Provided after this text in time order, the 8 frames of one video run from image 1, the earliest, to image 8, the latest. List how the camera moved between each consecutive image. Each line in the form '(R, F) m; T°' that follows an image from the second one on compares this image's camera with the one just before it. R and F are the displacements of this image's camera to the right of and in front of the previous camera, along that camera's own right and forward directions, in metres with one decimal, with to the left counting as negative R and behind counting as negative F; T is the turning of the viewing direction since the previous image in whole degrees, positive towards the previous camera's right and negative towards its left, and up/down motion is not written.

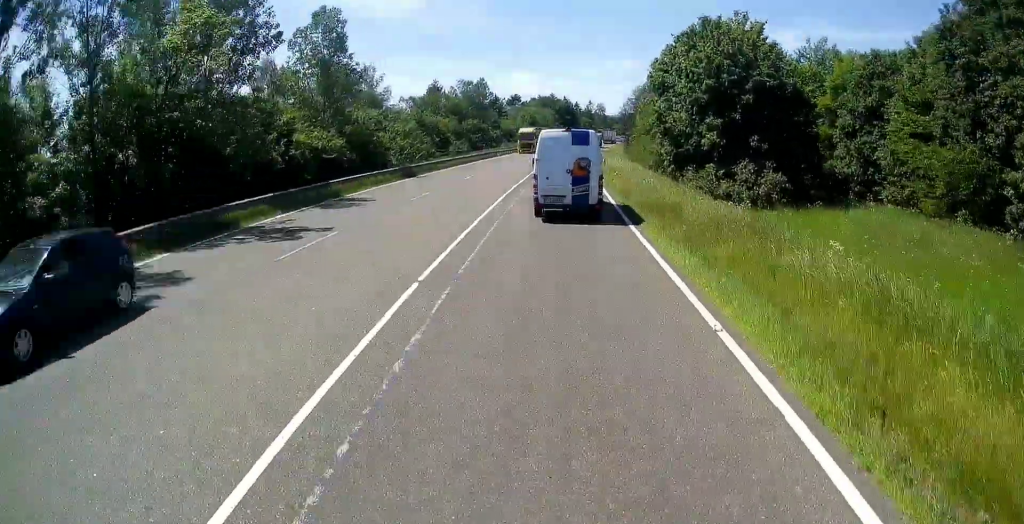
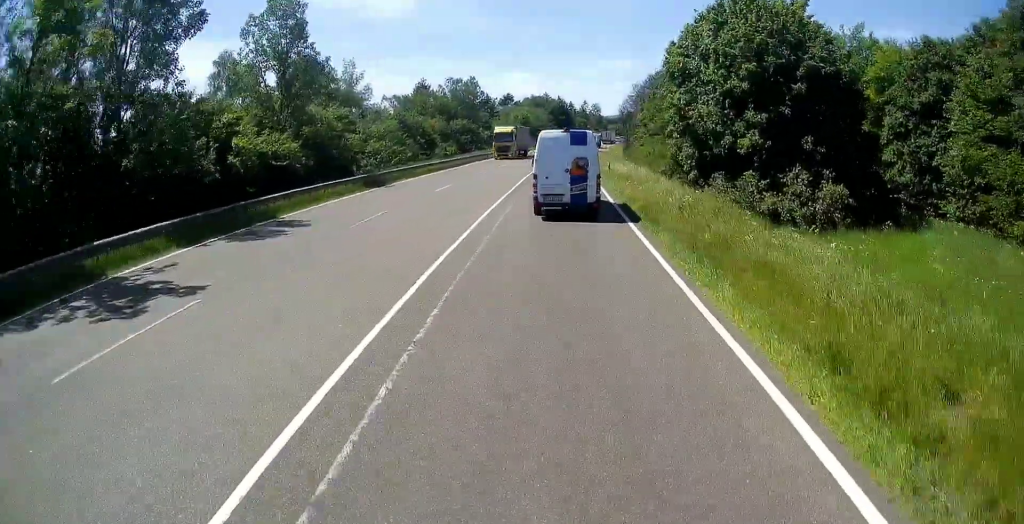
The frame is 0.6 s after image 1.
(-0.1, +6.7) m; +1°
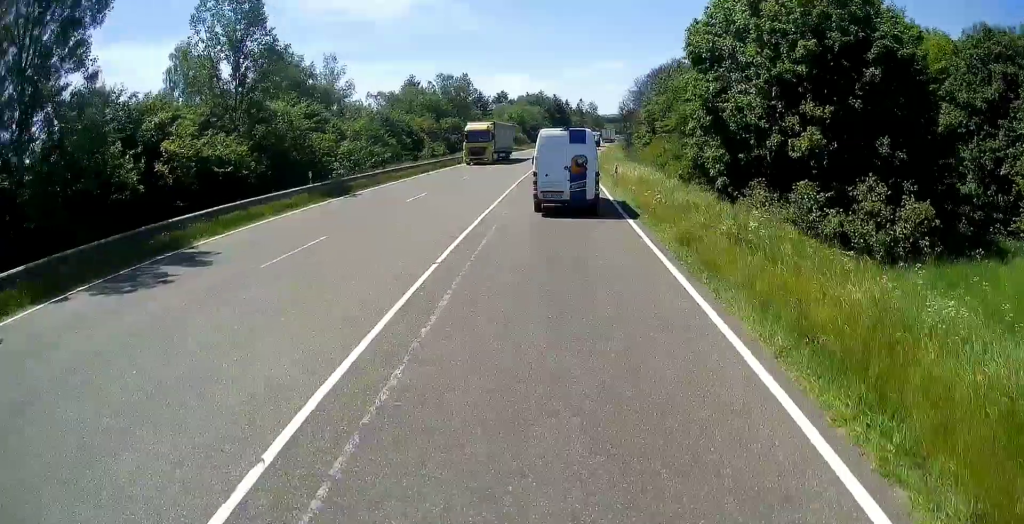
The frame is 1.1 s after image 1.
(+0.2, +5.6) m; +1°
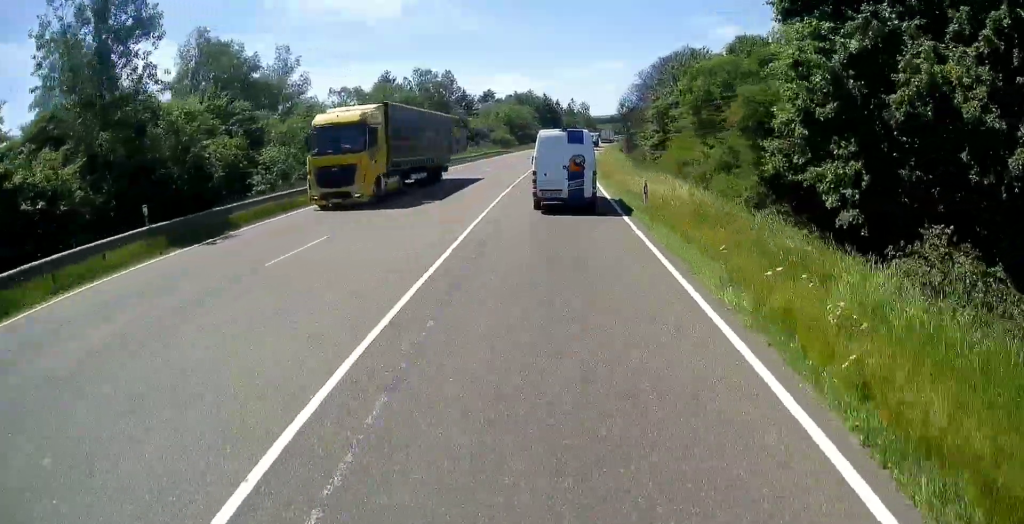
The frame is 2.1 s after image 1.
(+0.2, +11.4) m; 0°
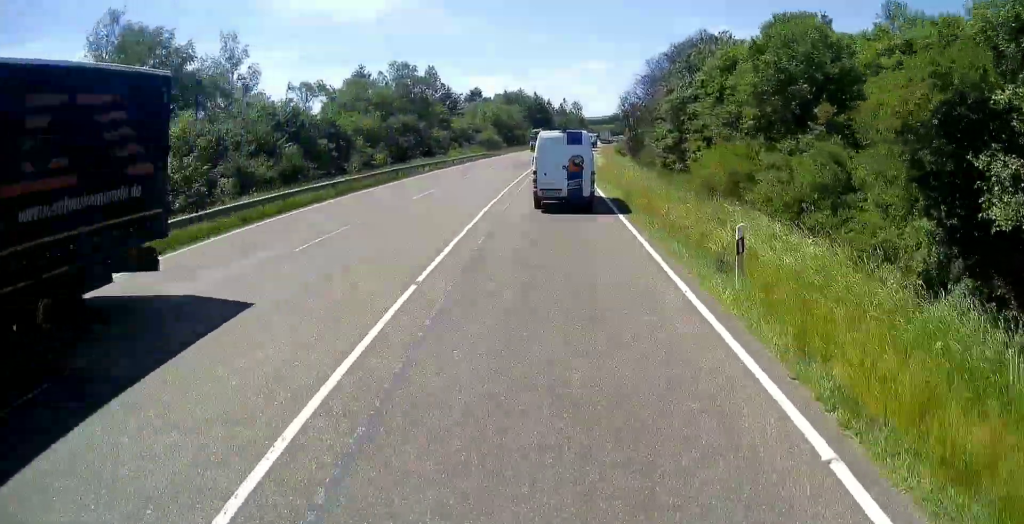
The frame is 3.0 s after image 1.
(-0.1, +10.1) m; 0°
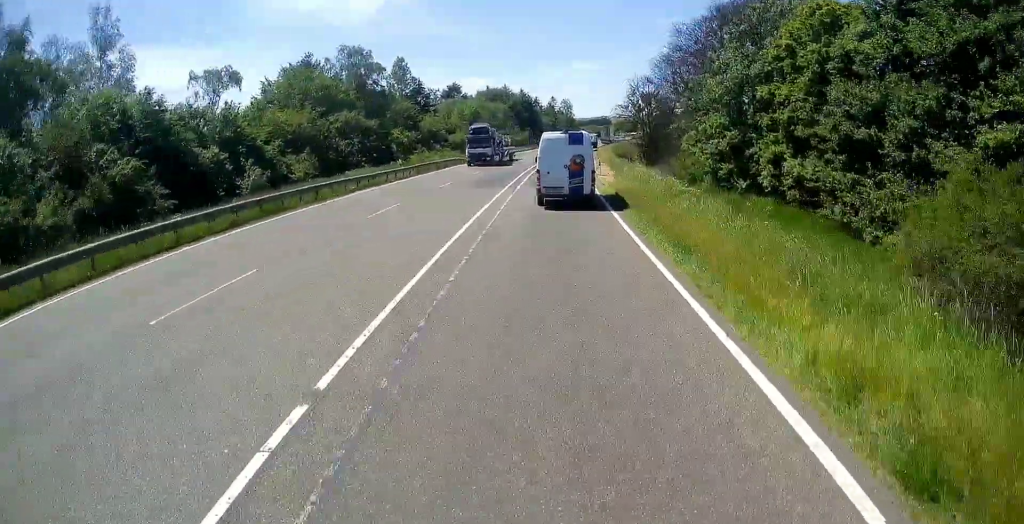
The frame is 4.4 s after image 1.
(+0.2, +17.4) m; +2°
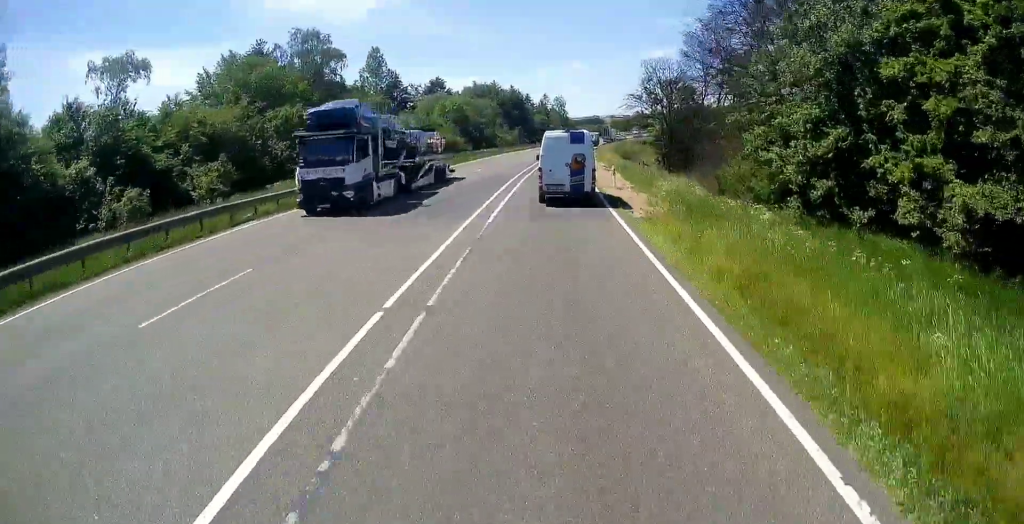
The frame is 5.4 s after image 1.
(+0.3, +12.0) m; +2°
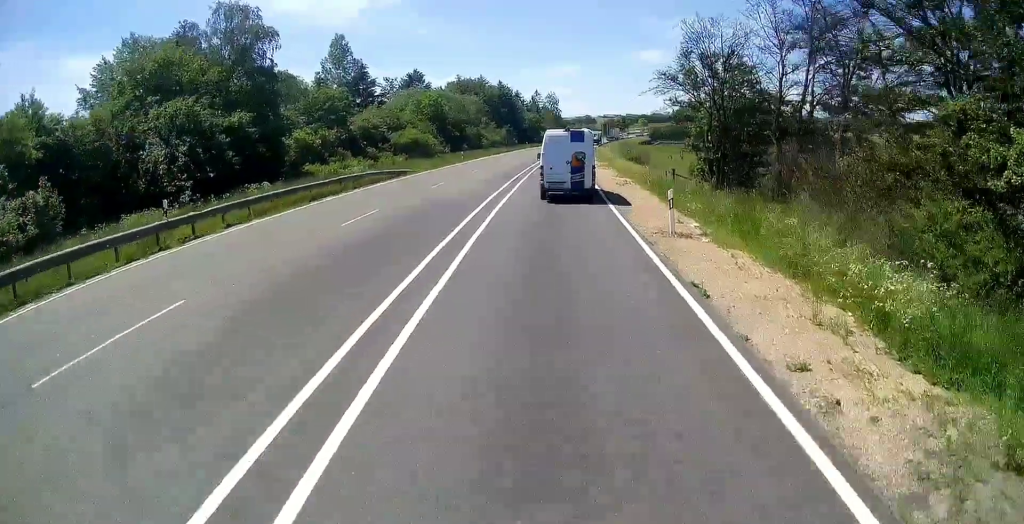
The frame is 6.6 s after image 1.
(+0.1, +14.2) m; +1°
